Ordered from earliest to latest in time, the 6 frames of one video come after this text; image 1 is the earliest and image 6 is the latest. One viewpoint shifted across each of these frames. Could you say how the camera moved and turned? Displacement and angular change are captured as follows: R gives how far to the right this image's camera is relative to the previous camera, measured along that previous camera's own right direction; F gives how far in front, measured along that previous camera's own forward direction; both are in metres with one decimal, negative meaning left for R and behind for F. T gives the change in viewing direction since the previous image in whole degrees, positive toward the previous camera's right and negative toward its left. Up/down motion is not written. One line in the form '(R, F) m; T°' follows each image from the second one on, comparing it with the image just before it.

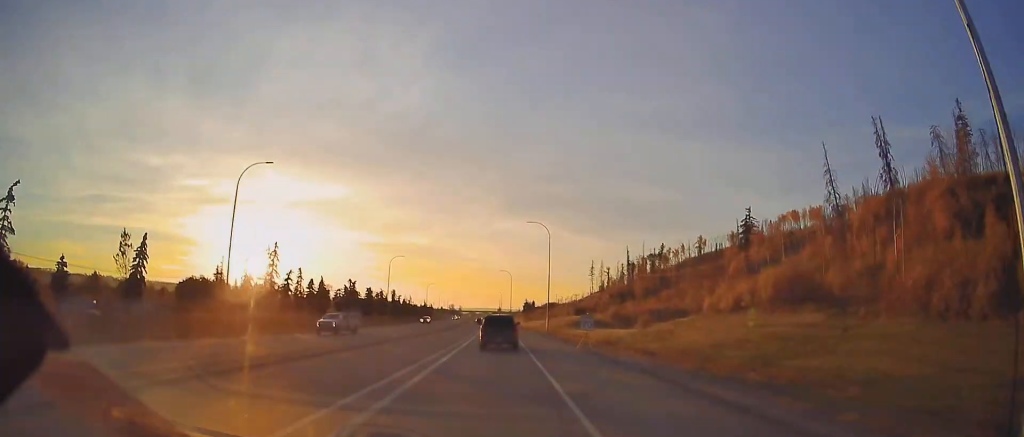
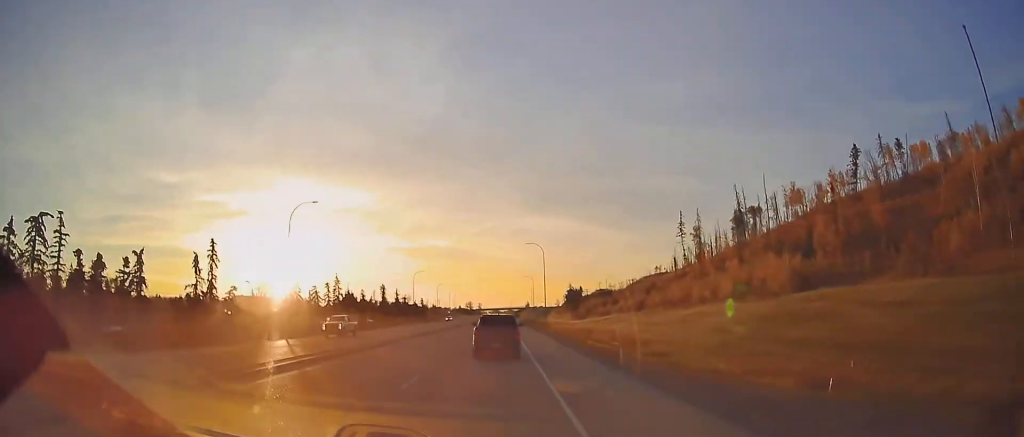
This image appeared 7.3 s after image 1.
(-3.4, +156.1) m; -2°
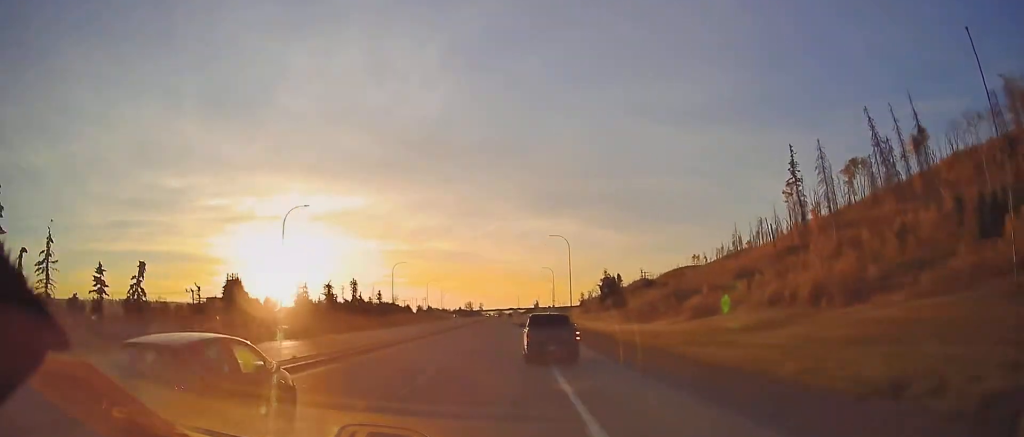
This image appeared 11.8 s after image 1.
(-0.5, +98.2) m; 0°
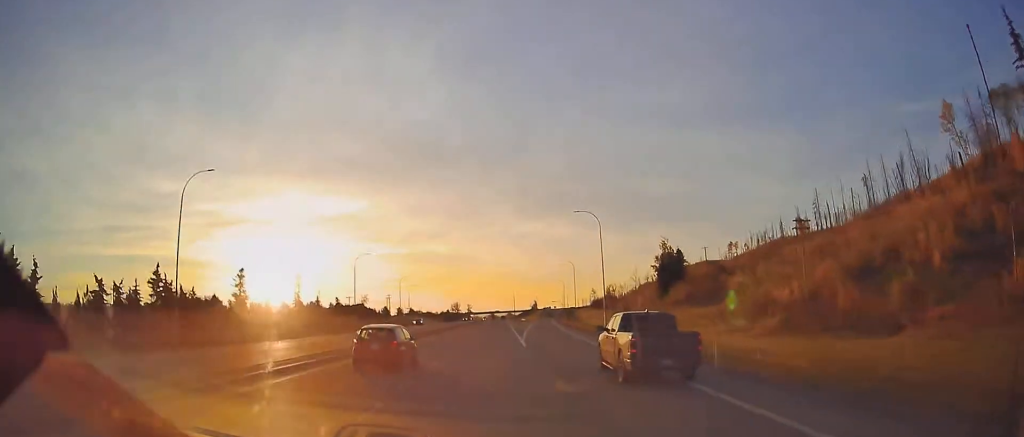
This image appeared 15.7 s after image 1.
(+0.6, +86.9) m; +1°
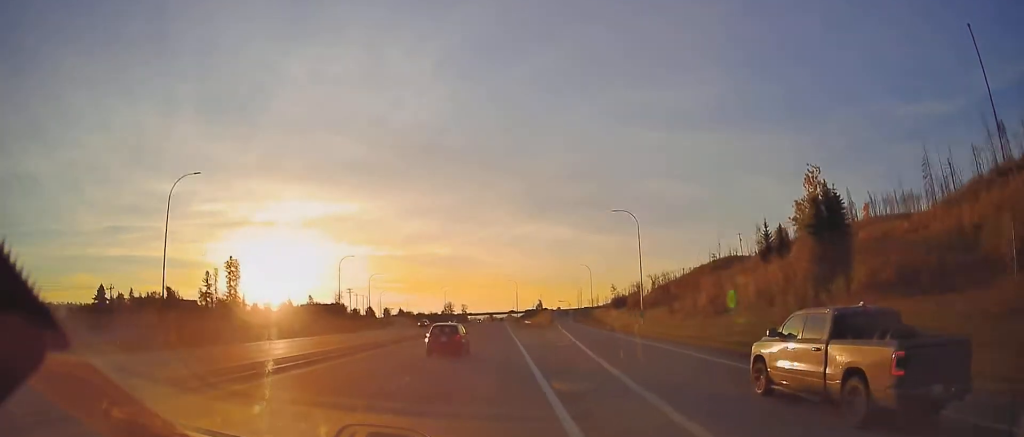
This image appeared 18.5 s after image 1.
(0.0, +63.5) m; 0°
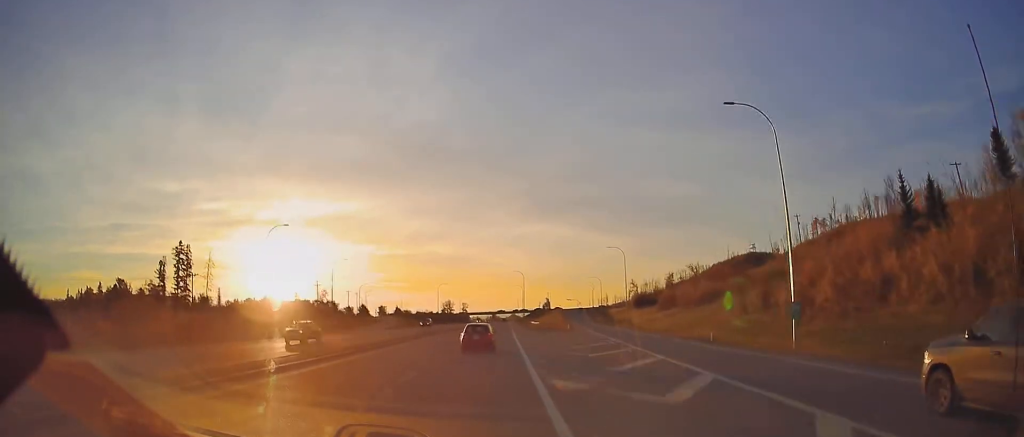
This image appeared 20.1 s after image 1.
(0.0, +36.6) m; 0°
